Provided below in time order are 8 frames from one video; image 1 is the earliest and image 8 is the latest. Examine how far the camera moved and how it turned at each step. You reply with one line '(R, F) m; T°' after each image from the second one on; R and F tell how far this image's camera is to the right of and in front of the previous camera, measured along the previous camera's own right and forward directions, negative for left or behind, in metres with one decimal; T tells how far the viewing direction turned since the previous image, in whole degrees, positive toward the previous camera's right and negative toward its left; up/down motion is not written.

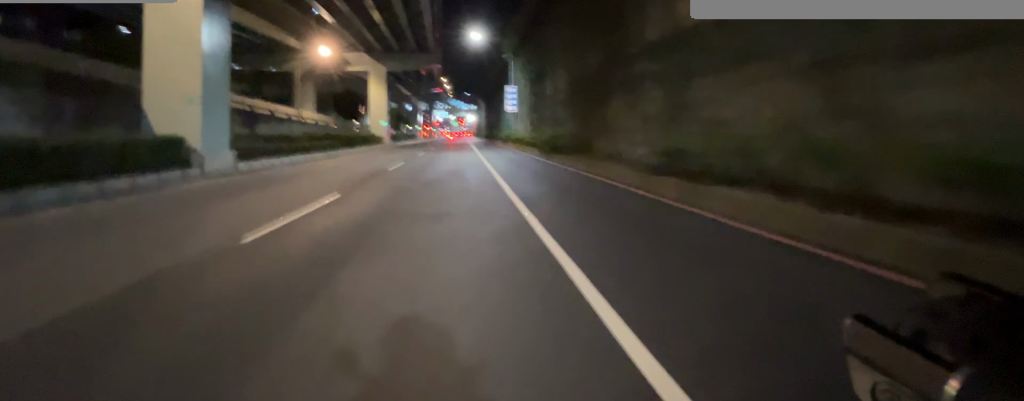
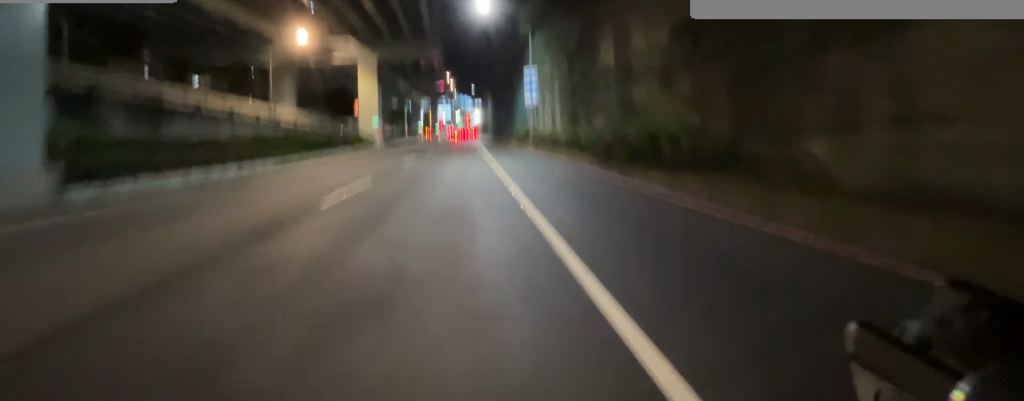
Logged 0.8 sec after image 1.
(0.0, +7.7) m; 0°
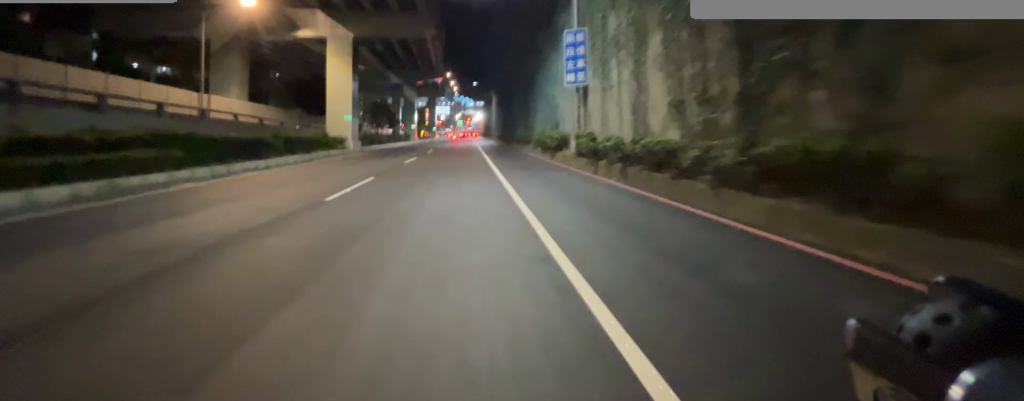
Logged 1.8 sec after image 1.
(-0.1, +10.0) m; -1°
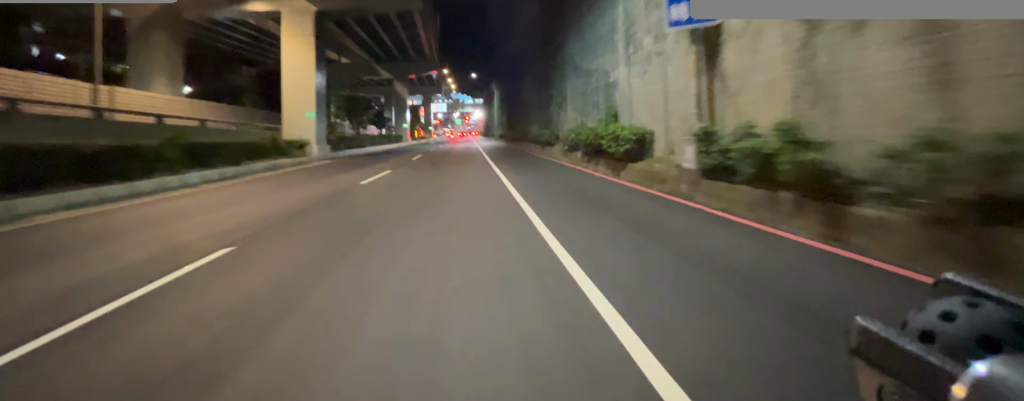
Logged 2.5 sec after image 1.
(-0.1, +7.7) m; 0°
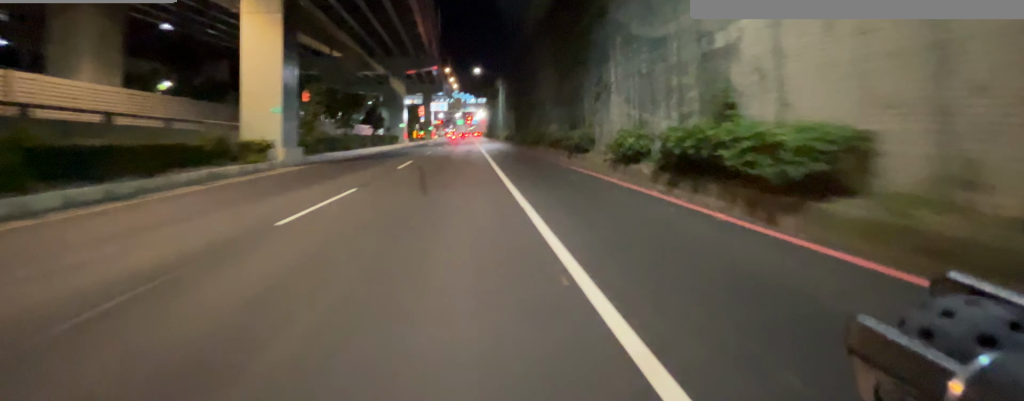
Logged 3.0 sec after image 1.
(0.0, +5.0) m; 0°
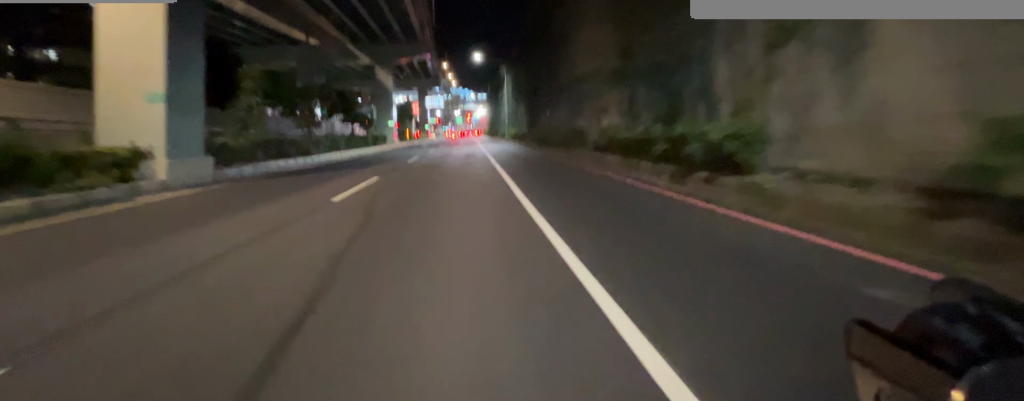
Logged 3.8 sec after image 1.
(0.0, +8.0) m; 0°
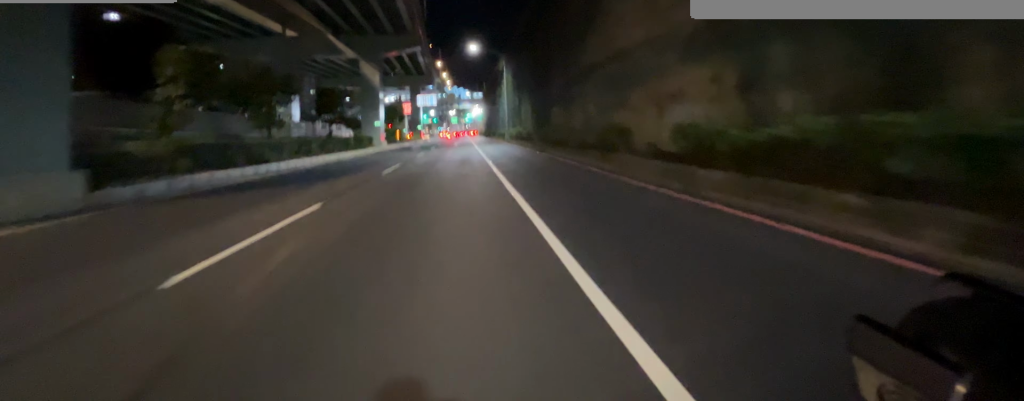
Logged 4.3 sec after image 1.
(0.0, +4.6) m; 0°
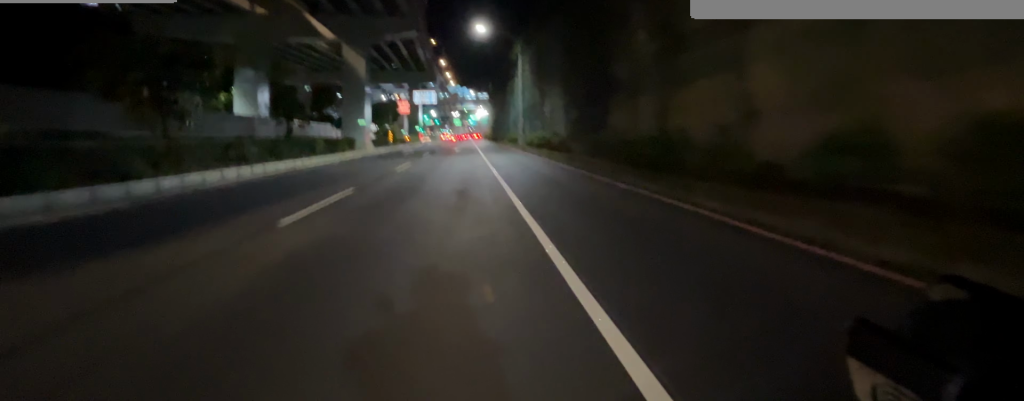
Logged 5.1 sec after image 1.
(0.0, +7.6) m; -1°
